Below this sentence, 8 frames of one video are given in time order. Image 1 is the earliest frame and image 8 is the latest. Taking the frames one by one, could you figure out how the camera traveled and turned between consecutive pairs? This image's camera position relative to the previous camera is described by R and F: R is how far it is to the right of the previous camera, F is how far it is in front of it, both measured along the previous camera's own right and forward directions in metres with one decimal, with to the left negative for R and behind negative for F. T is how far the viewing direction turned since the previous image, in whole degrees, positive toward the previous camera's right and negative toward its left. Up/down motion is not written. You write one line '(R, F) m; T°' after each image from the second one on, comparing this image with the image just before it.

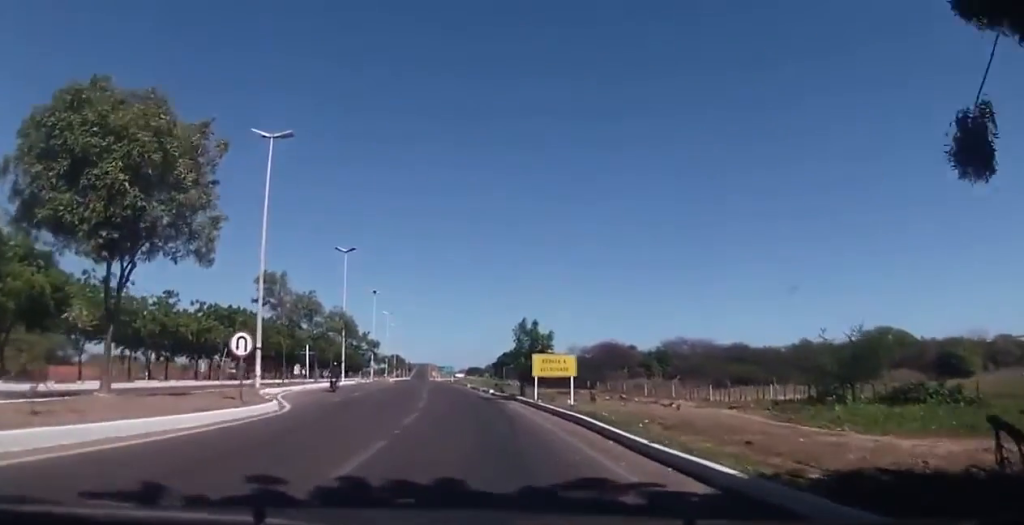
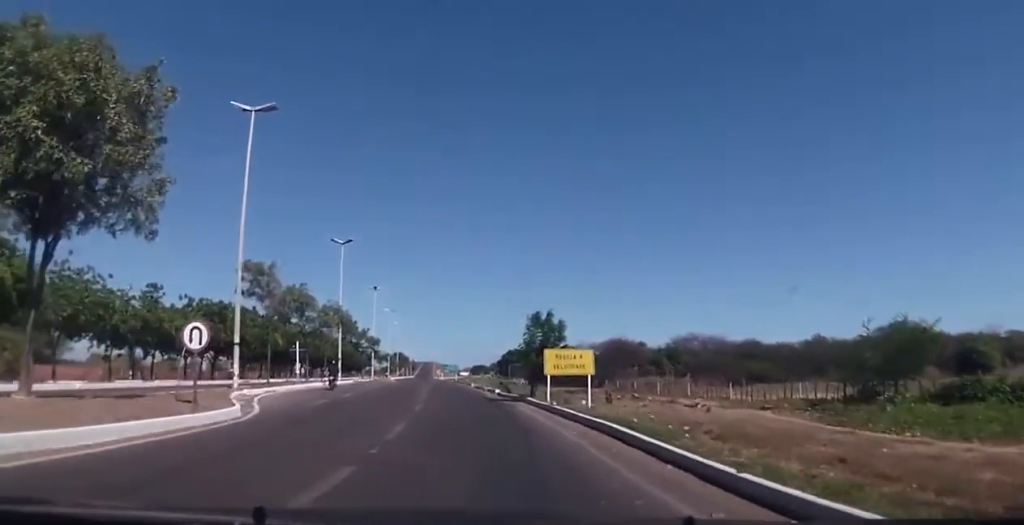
(-0.1, +4.1) m; 0°
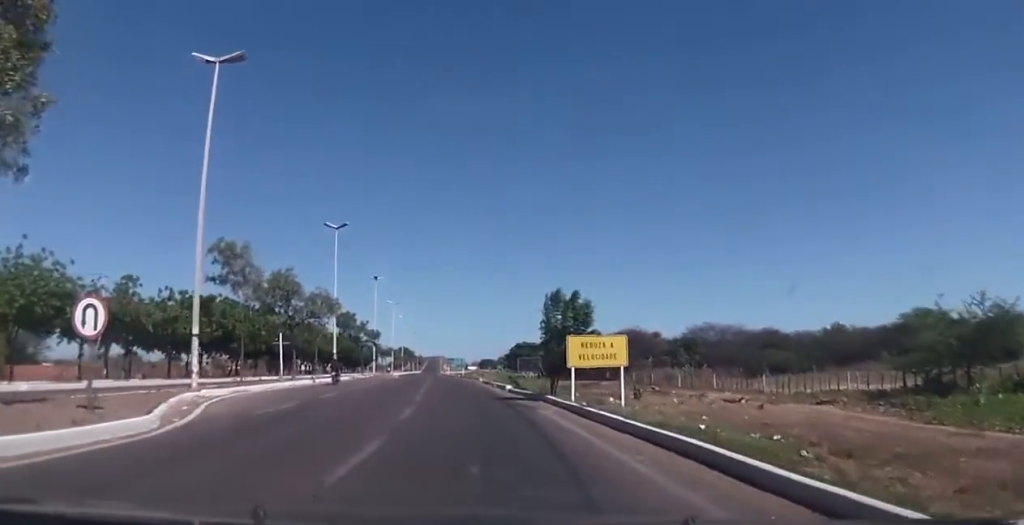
(+0.1, +5.4) m; 0°
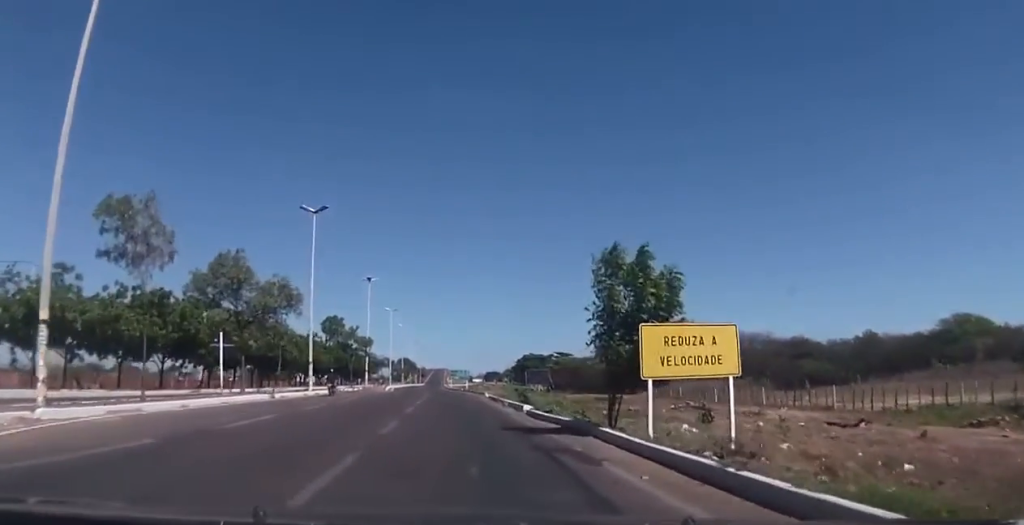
(0.0, +9.1) m; -3°
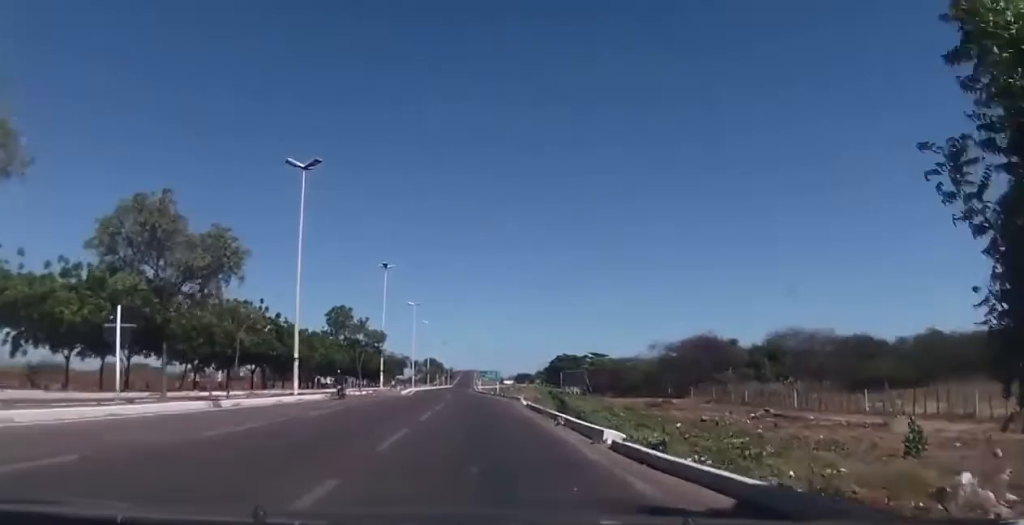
(-0.3, +9.0) m; -2°
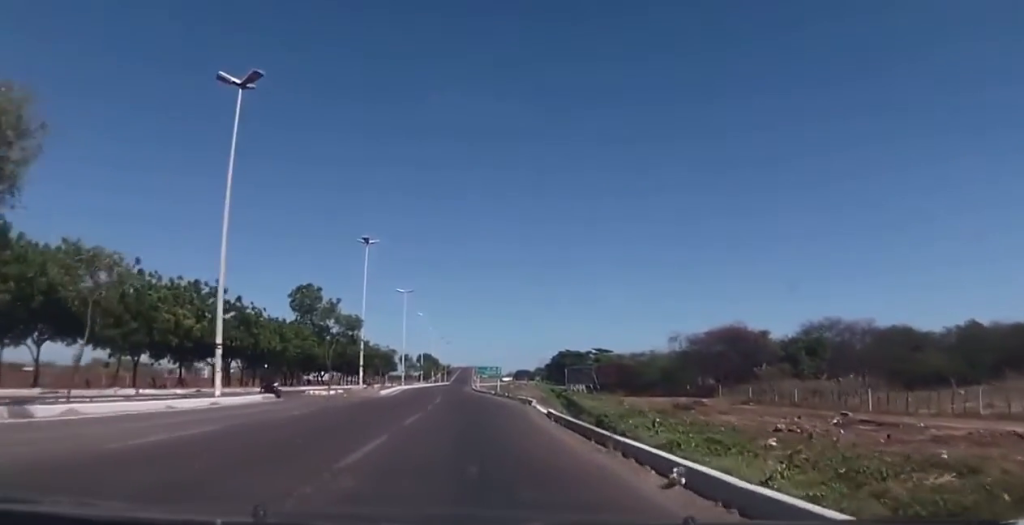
(+0.1, +10.2) m; +1°
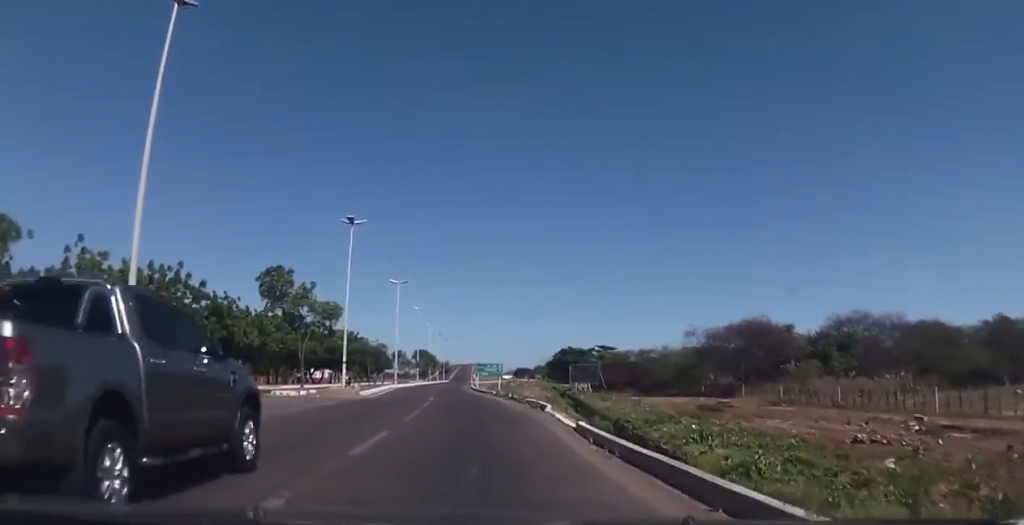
(0.0, +7.2) m; 0°
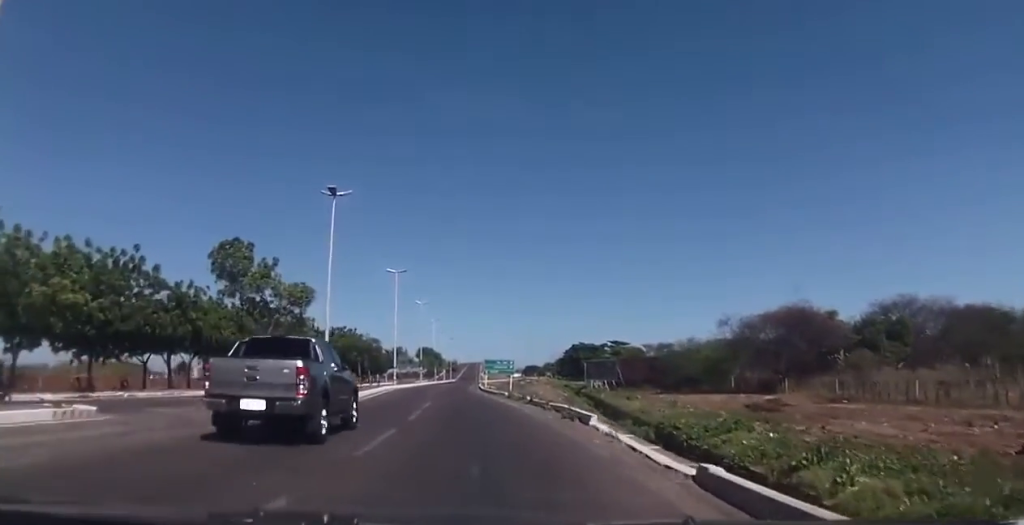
(0.0, +7.6) m; 0°
